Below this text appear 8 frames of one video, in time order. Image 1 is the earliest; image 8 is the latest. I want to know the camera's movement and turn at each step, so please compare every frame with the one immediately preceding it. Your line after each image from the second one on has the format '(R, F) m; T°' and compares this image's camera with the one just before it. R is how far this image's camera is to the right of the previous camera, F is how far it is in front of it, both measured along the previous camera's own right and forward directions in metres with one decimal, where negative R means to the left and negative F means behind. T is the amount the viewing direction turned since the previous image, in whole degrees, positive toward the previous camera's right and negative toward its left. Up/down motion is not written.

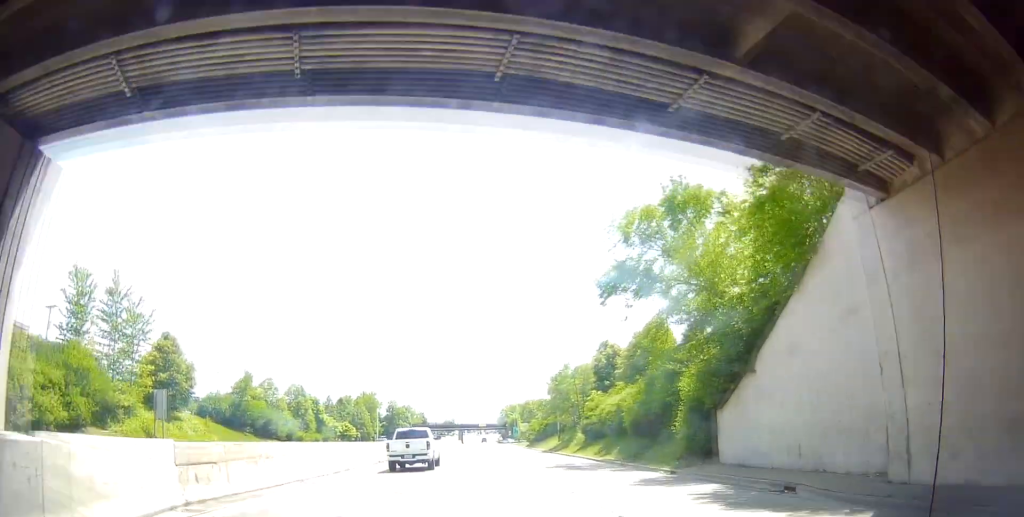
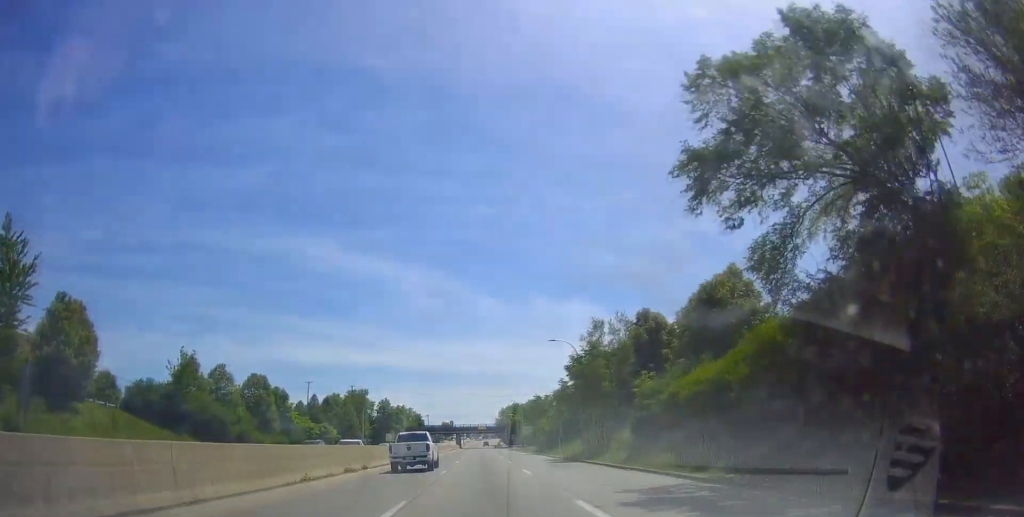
(+0.5, +14.1) m; +1°
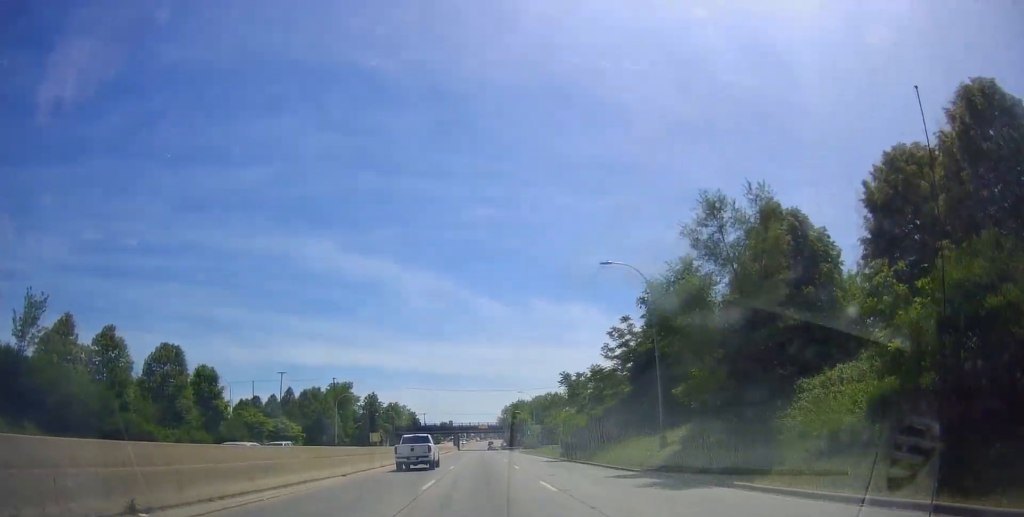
(-0.1, +21.3) m; -1°
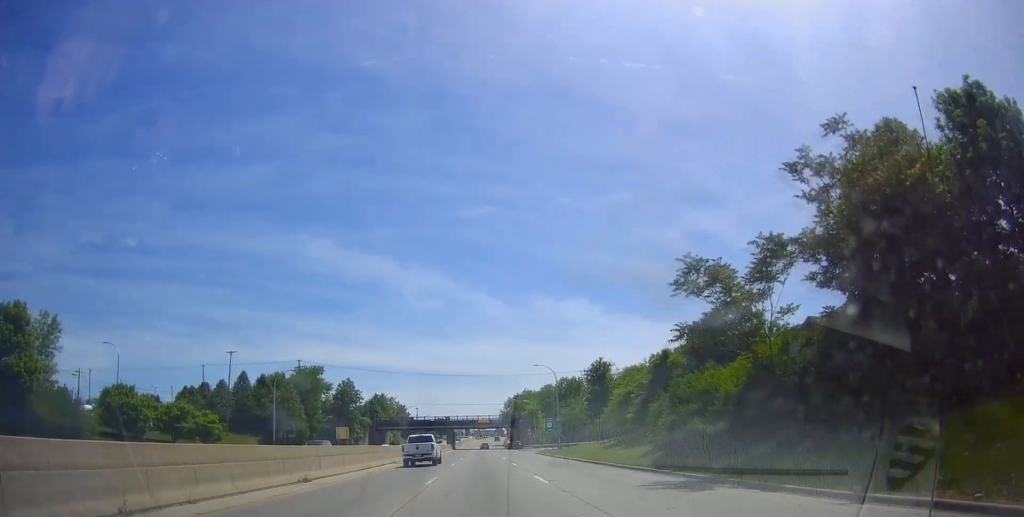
(+0.4, +29.1) m; +2°
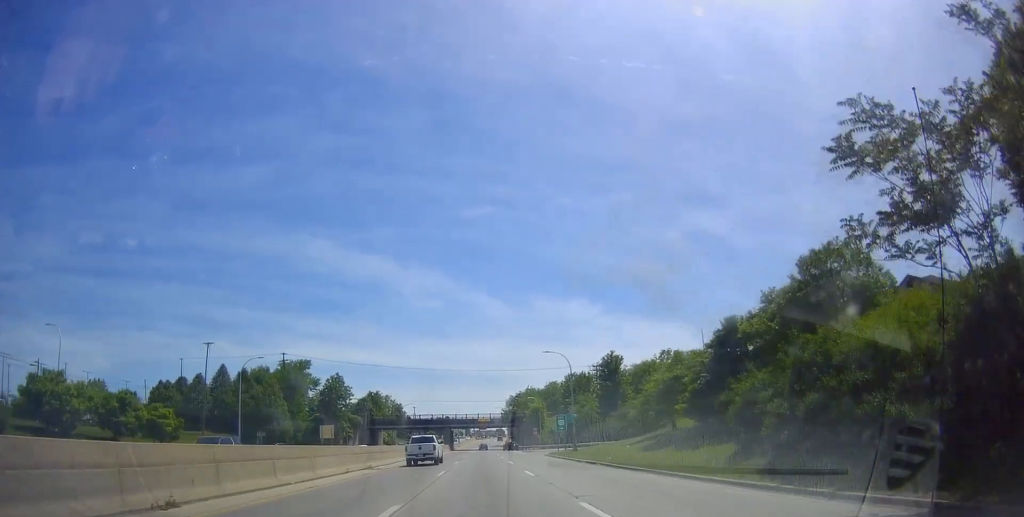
(+0.6, +10.4) m; 0°
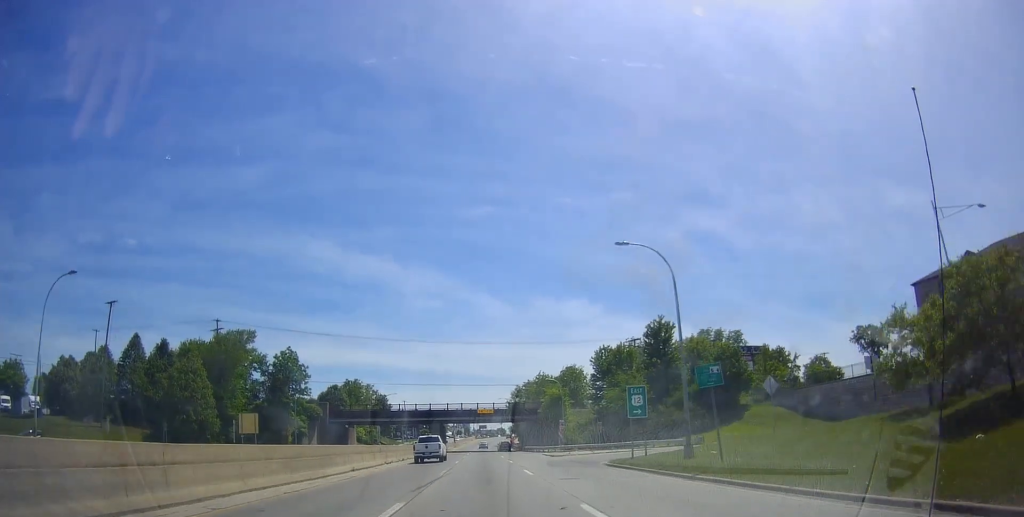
(-1.1, +30.9) m; -2°
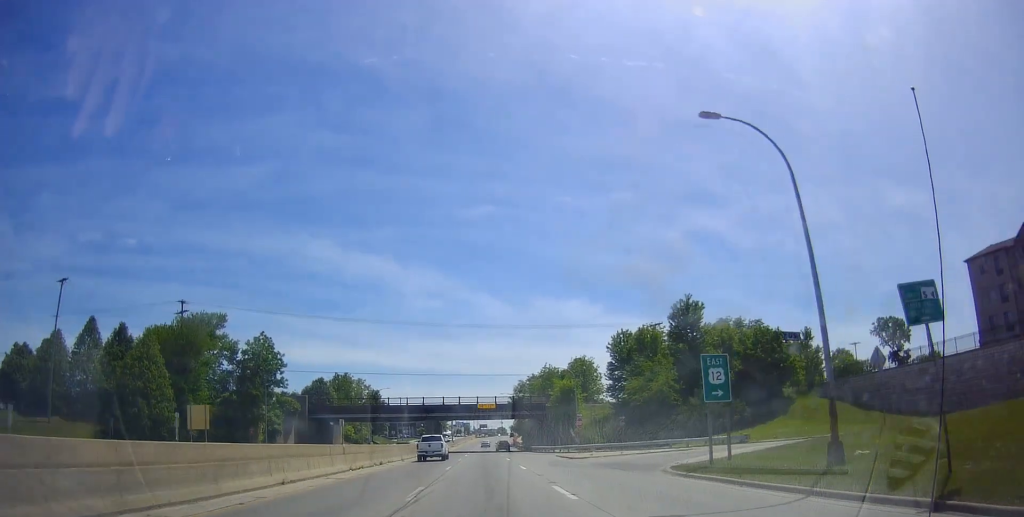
(+0.1, +11.3) m; +1°
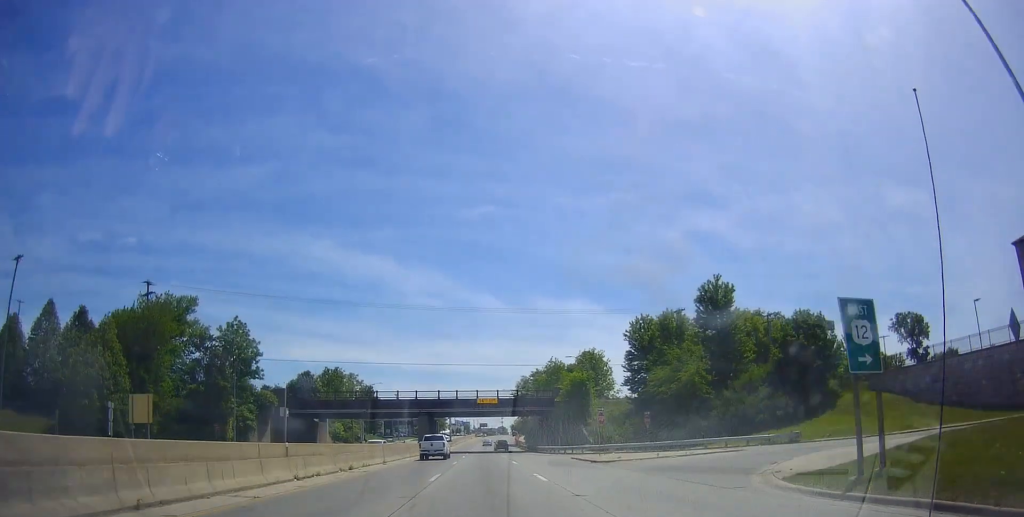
(0.0, +9.2) m; 0°
